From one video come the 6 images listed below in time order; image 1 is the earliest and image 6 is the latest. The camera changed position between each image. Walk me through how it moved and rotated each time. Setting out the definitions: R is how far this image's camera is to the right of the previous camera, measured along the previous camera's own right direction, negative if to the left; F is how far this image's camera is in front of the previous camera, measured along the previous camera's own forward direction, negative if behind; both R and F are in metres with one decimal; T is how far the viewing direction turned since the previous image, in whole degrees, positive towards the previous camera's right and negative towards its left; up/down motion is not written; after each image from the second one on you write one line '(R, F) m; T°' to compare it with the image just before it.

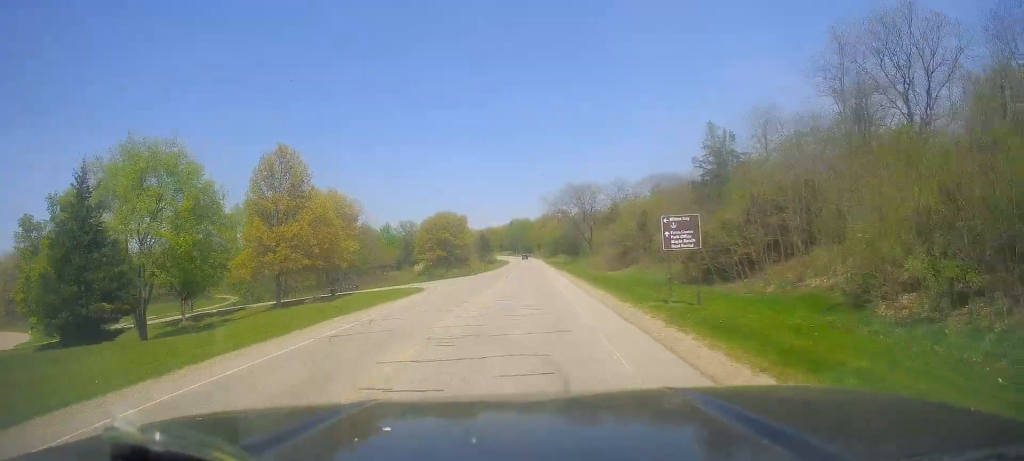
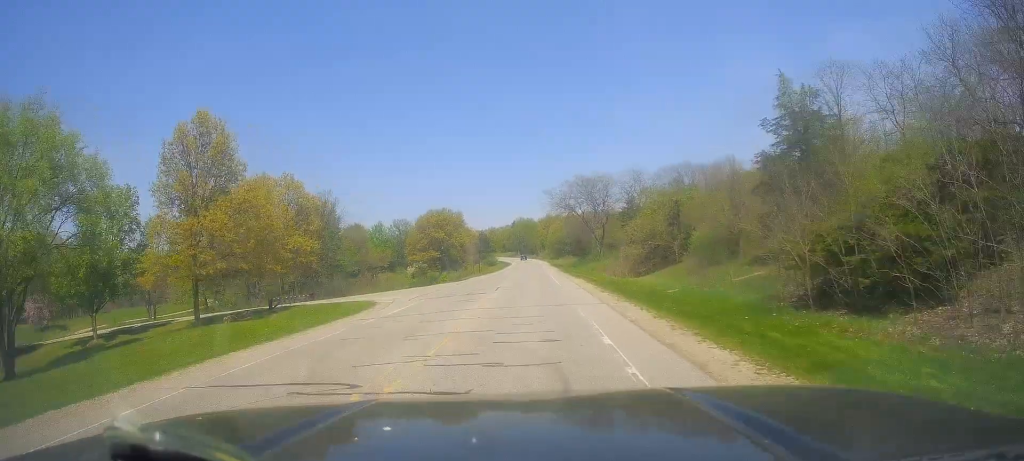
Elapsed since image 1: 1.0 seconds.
(0.0, +15.3) m; -4°
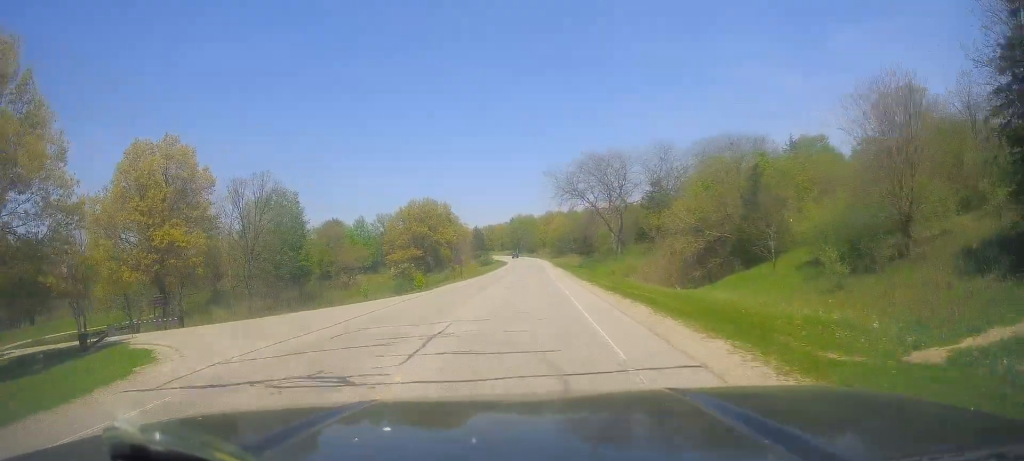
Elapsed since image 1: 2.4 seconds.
(-0.7, +21.5) m; +1°
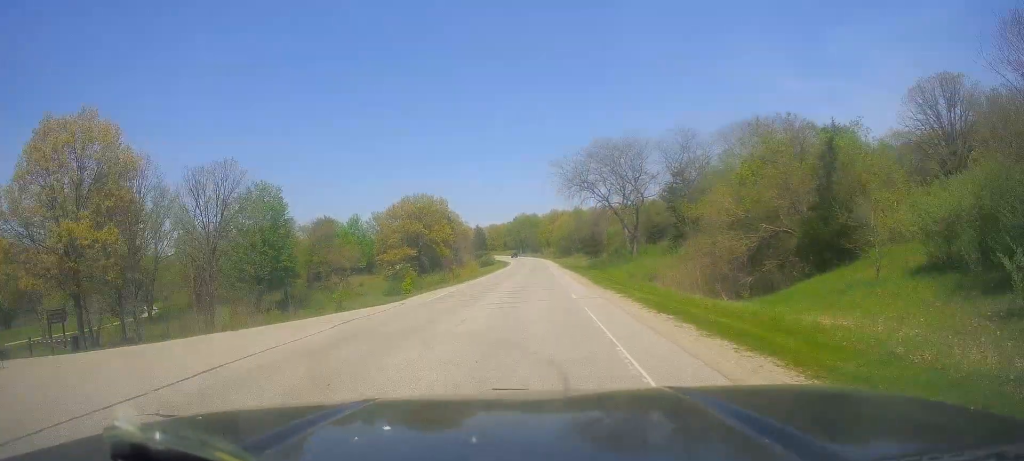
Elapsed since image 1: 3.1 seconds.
(+0.4, +9.9) m; +2°
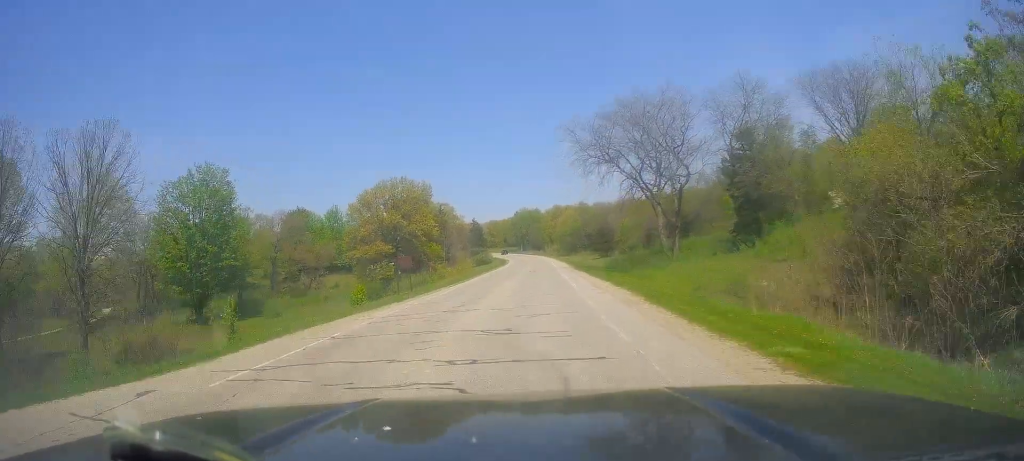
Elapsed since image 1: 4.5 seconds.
(-0.5, +20.5) m; -1°
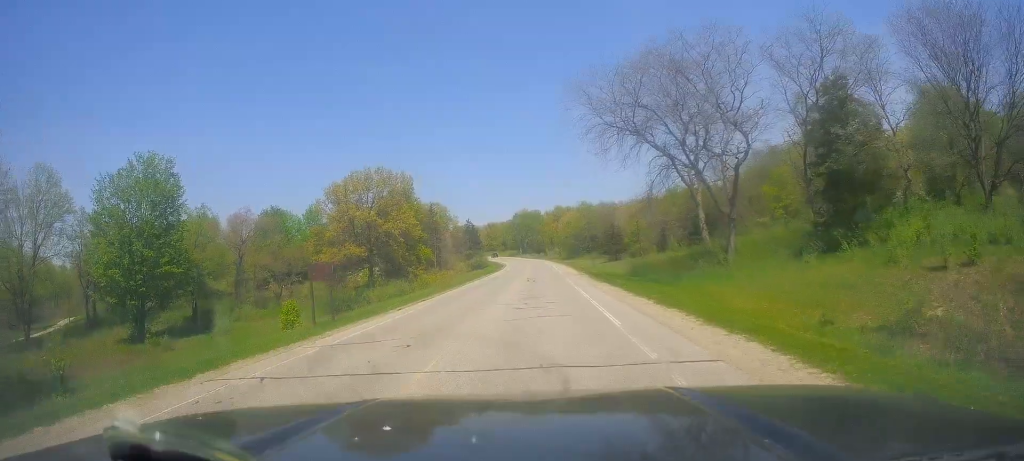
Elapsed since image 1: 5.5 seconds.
(0.0, +14.7) m; 0°
